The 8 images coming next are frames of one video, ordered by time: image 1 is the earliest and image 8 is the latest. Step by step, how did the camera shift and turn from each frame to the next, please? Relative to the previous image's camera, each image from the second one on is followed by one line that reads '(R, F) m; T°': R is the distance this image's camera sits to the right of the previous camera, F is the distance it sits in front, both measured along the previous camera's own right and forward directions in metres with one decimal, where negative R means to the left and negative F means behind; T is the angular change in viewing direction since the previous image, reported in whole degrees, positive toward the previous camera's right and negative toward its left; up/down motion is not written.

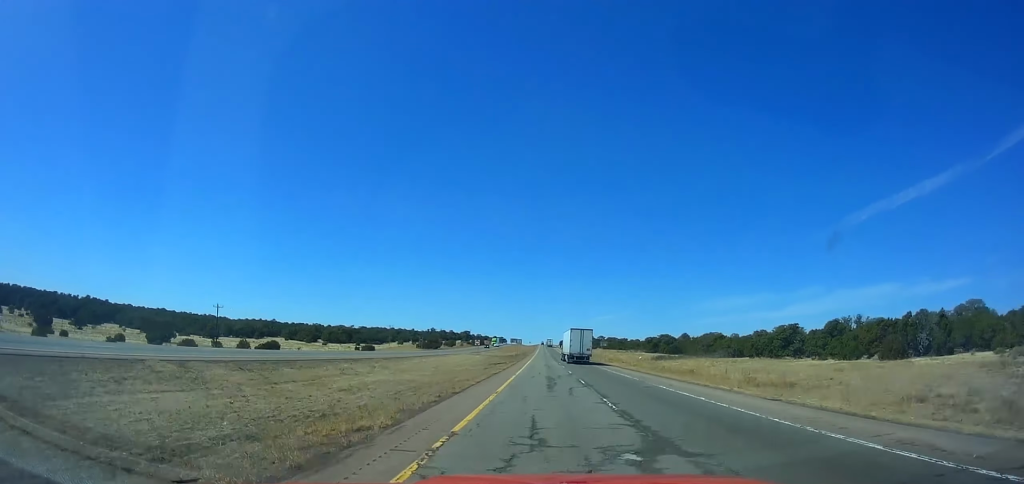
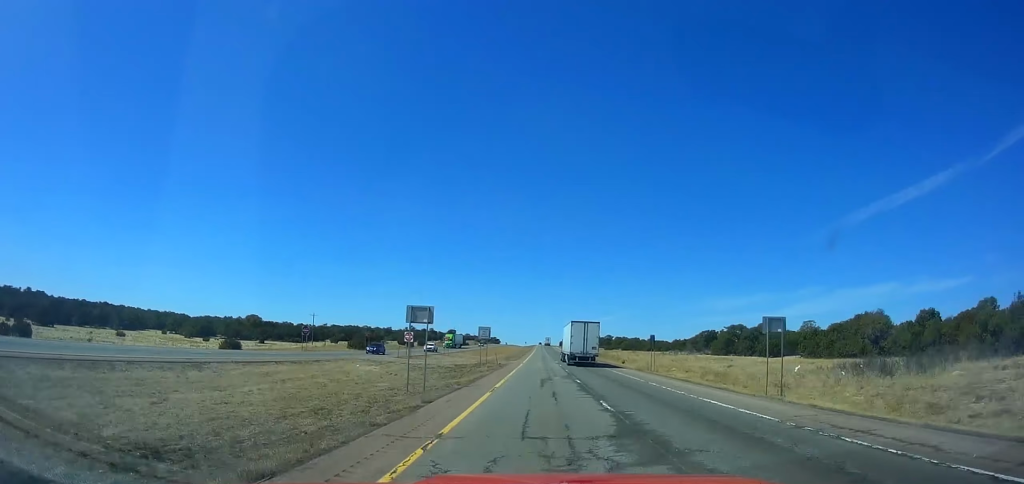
(0.0, +74.1) m; 0°
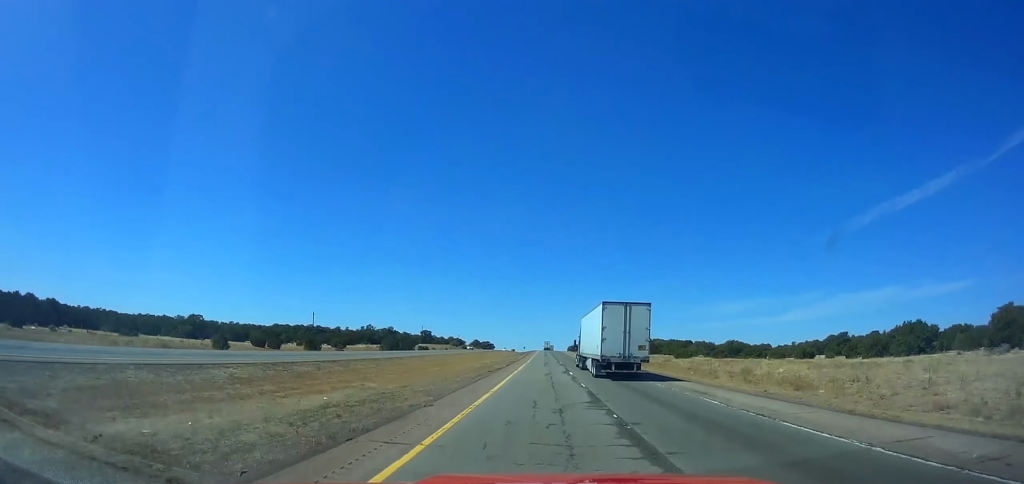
(0.0, +112.7) m; 0°
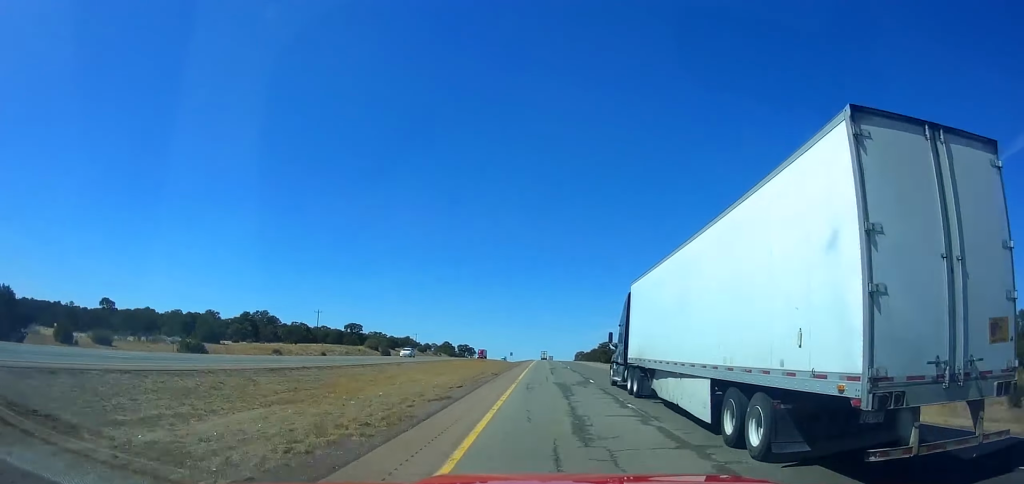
(0.0, +130.3) m; 0°
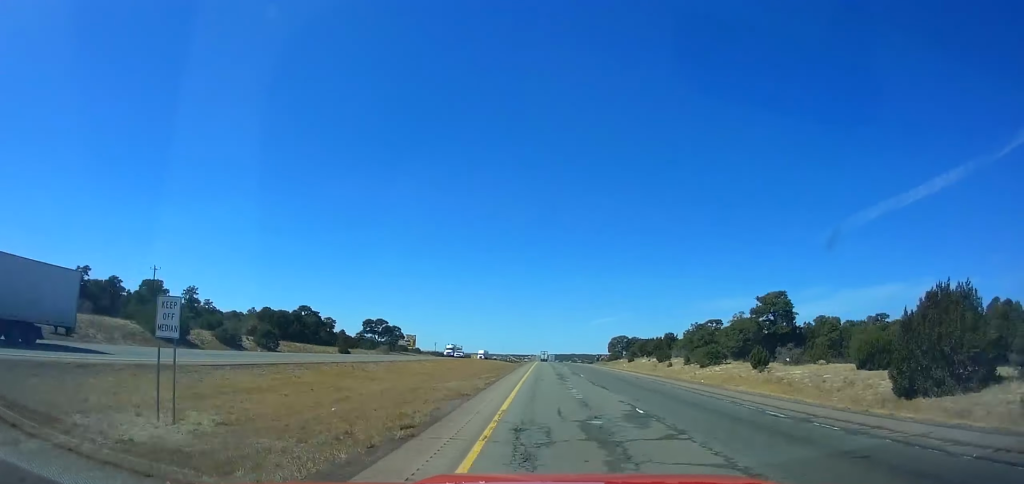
(-0.1, +187.1) m; 0°
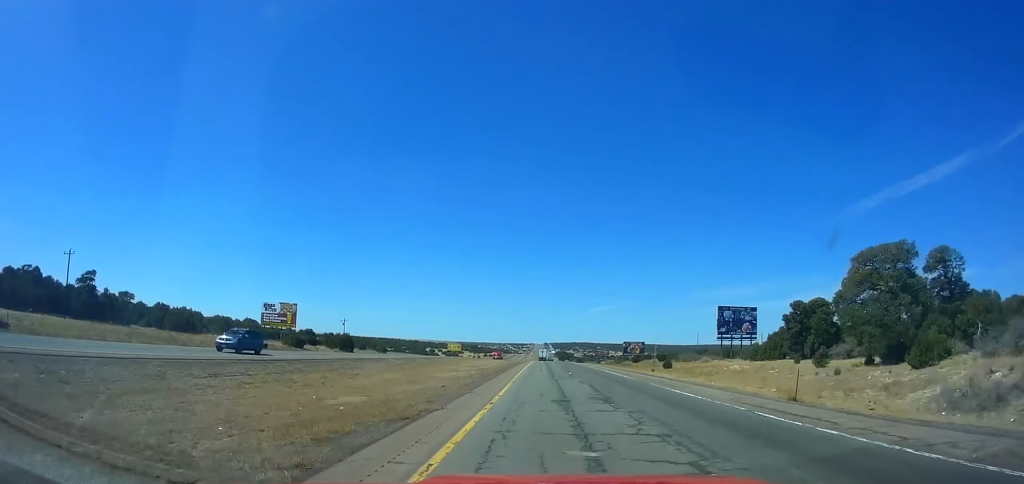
(+0.8, +142.7) m; 0°
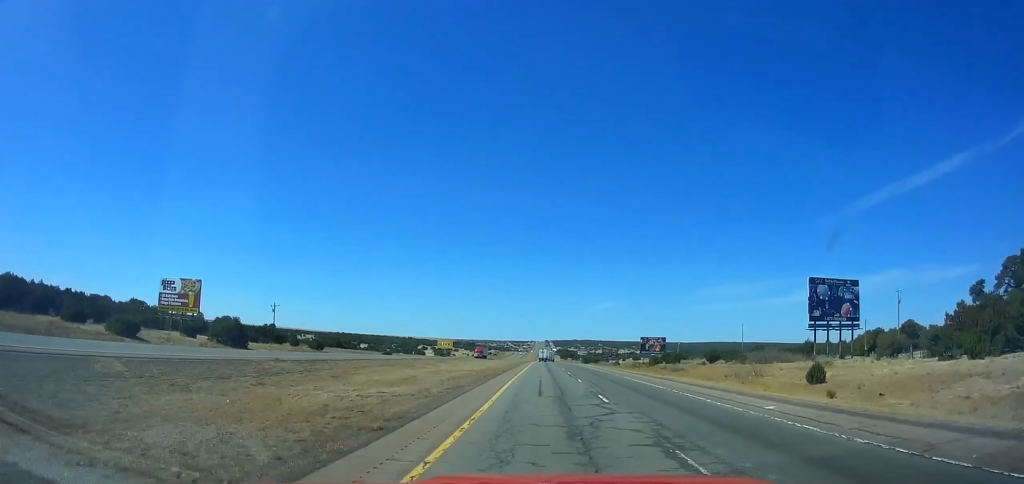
(+0.1, +46.7) m; 0°
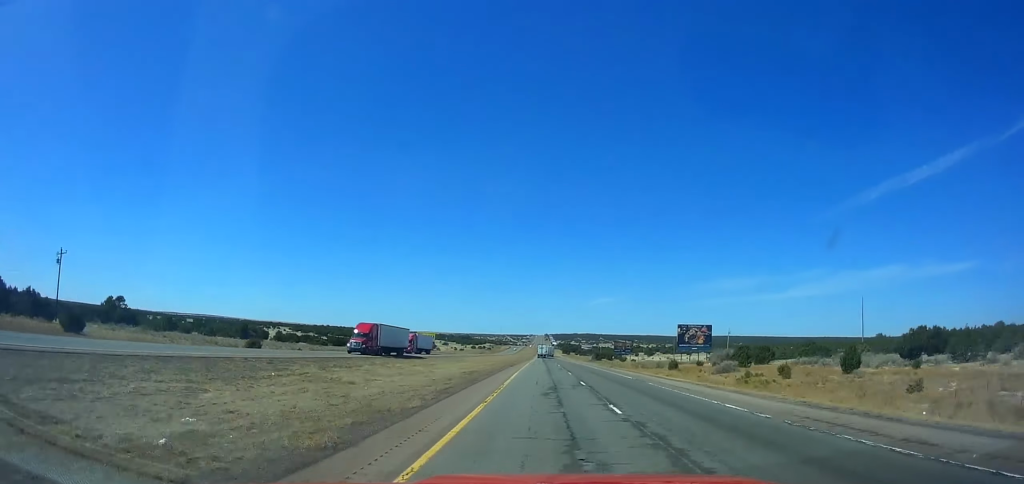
(-0.4, +64.7) m; 0°
